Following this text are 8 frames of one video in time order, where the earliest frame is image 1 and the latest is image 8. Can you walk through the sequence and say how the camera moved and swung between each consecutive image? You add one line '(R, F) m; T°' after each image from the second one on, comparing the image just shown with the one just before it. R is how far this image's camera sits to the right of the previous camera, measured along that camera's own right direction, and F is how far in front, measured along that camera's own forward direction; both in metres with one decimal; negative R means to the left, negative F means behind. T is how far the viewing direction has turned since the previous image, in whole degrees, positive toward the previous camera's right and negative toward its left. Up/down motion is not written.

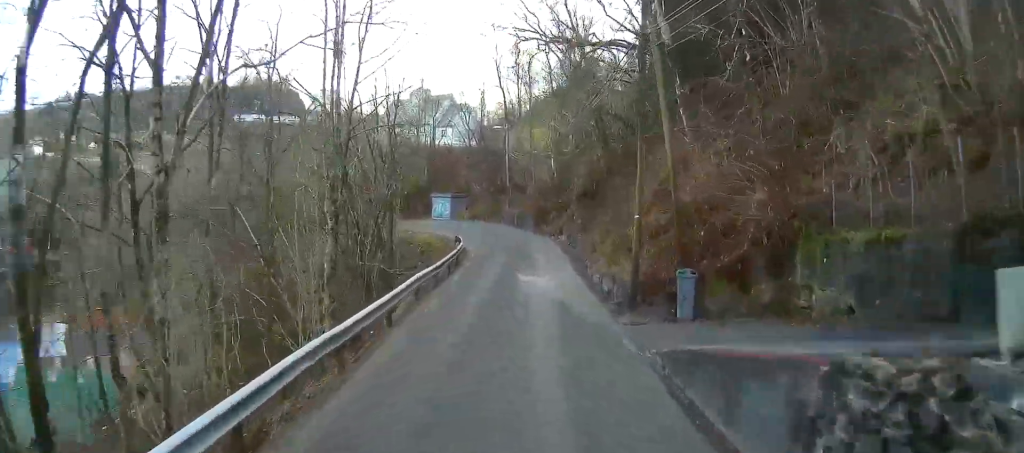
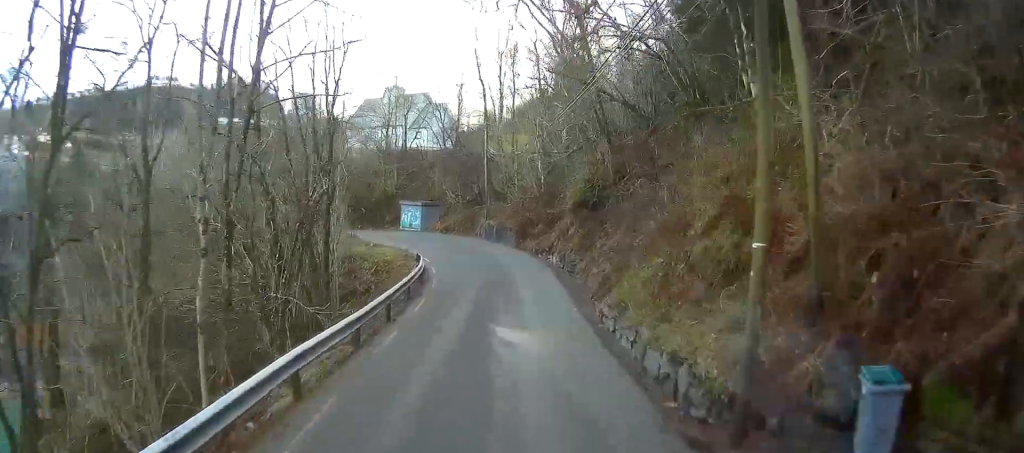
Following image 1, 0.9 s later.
(-0.1, +9.4) m; -3°
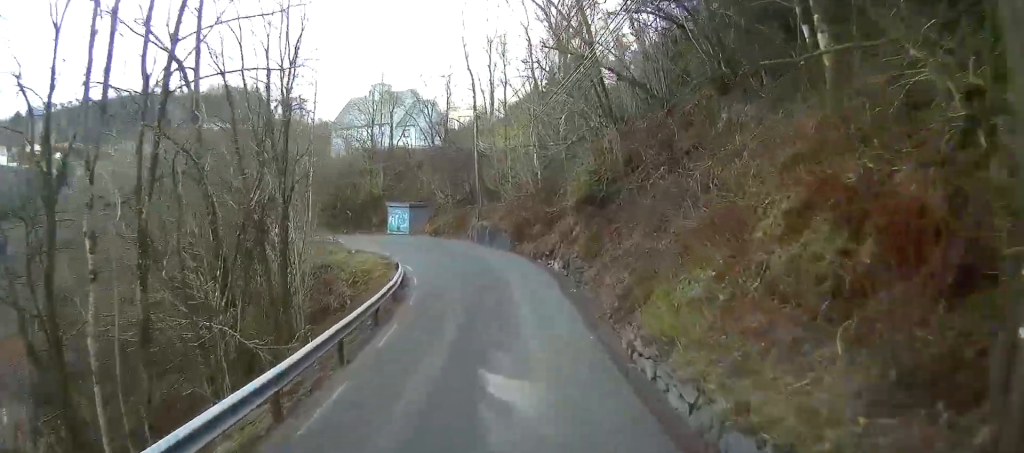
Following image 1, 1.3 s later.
(-0.2, +4.7) m; -2°
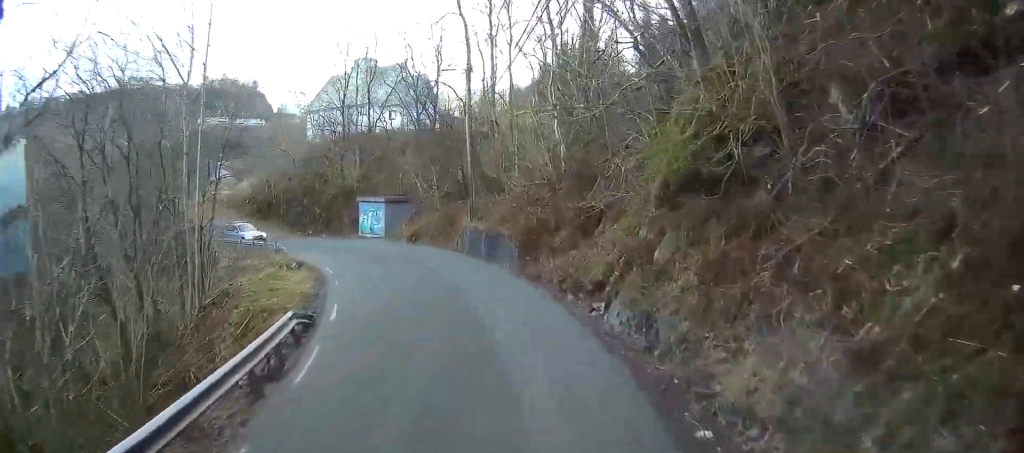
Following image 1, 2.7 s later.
(+0.1, +16.2) m; +3°
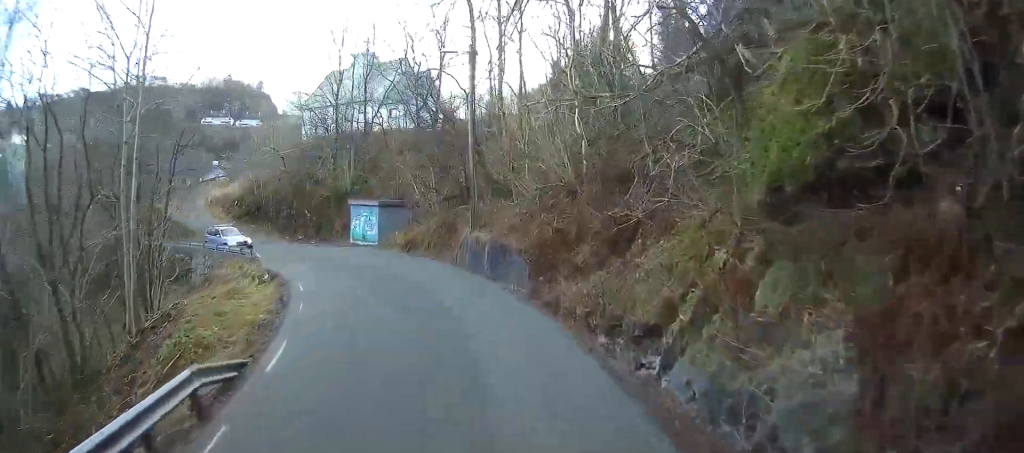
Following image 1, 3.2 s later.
(+0.1, +5.6) m; +1°
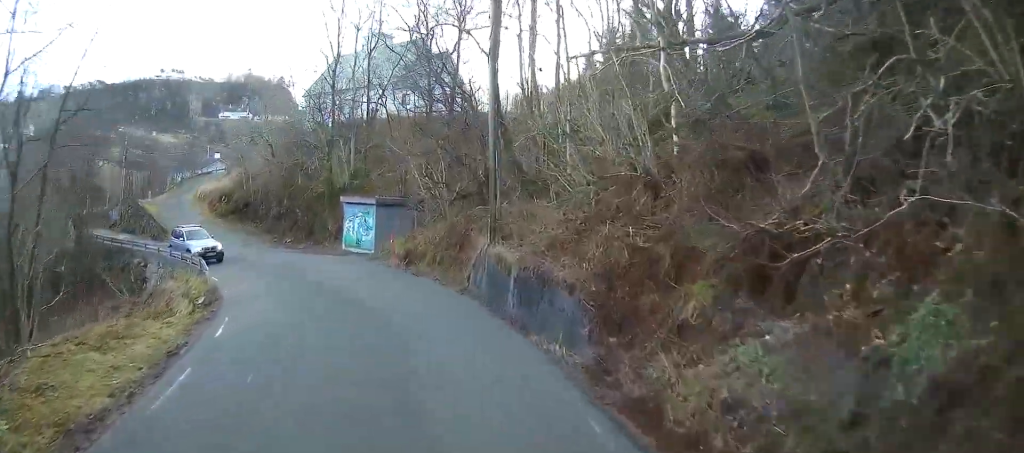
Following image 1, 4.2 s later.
(+0.2, +10.2) m; 0°
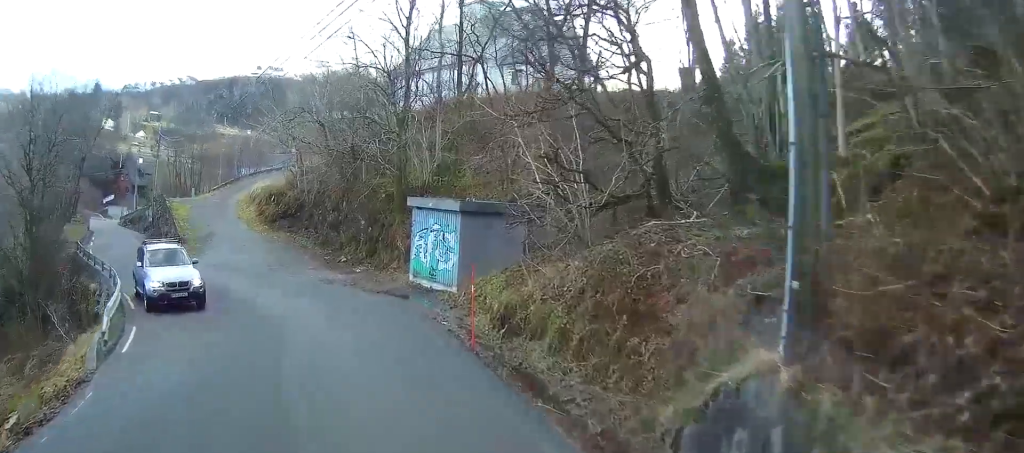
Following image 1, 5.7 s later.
(-0.6, +15.8) m; -5°
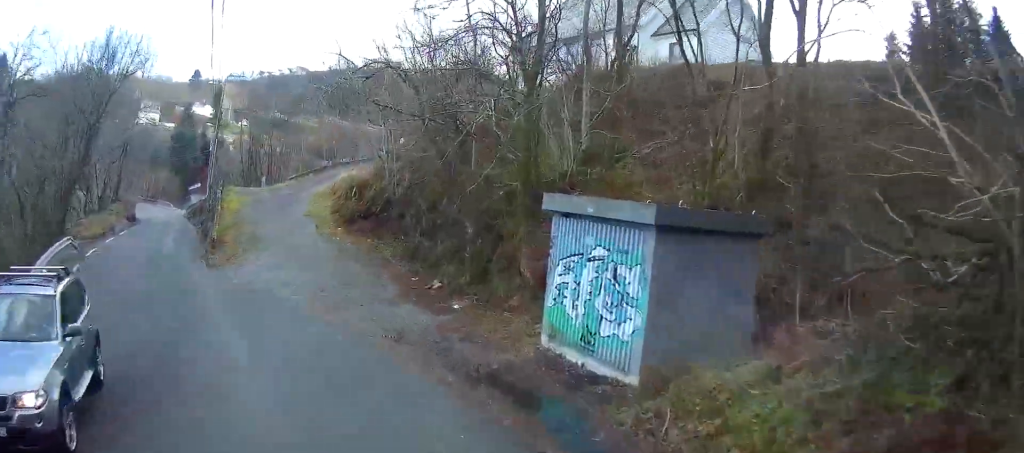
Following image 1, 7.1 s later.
(-0.8, +12.4) m; -9°
